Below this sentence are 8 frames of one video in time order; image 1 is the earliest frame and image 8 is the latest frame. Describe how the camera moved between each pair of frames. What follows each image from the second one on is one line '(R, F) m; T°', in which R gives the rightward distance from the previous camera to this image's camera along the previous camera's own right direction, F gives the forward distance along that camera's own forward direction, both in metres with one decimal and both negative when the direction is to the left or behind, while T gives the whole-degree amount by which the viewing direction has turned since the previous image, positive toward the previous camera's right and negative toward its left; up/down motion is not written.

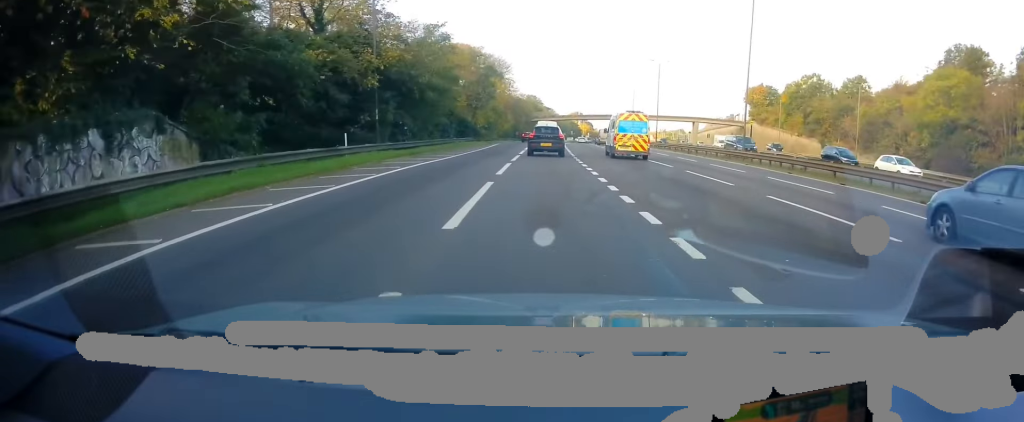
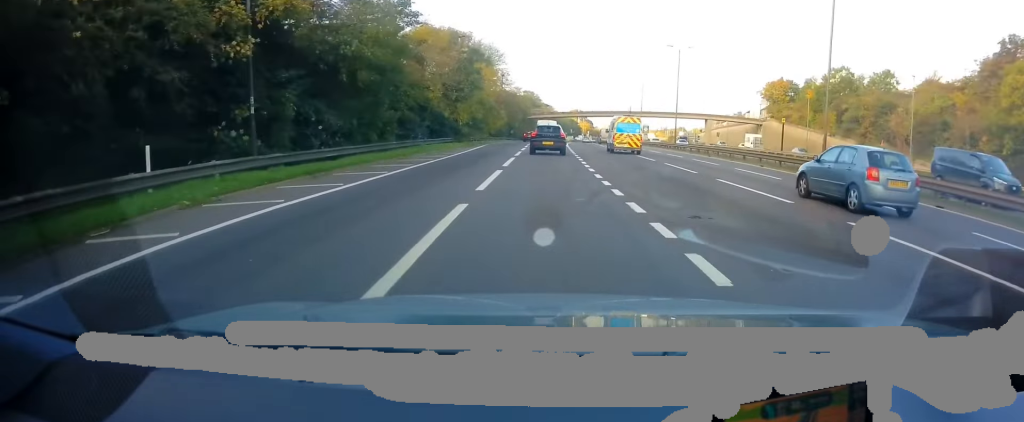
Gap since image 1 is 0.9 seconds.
(-0.5, +12.6) m; 0°
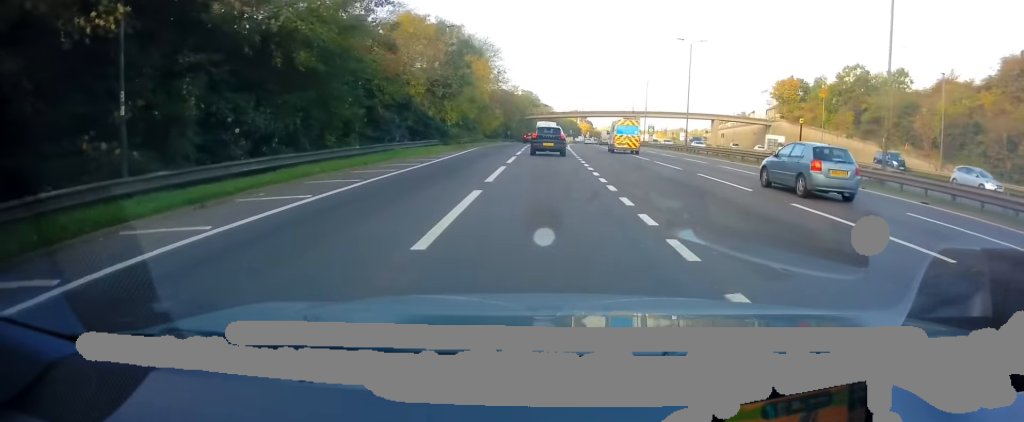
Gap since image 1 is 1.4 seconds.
(+0.2, +5.7) m; +1°
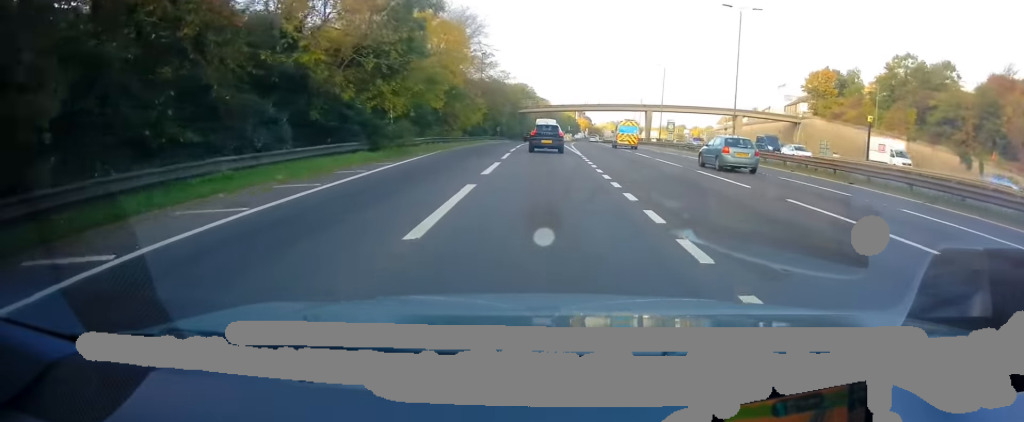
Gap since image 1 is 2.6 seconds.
(+0.3, +16.3) m; +1°
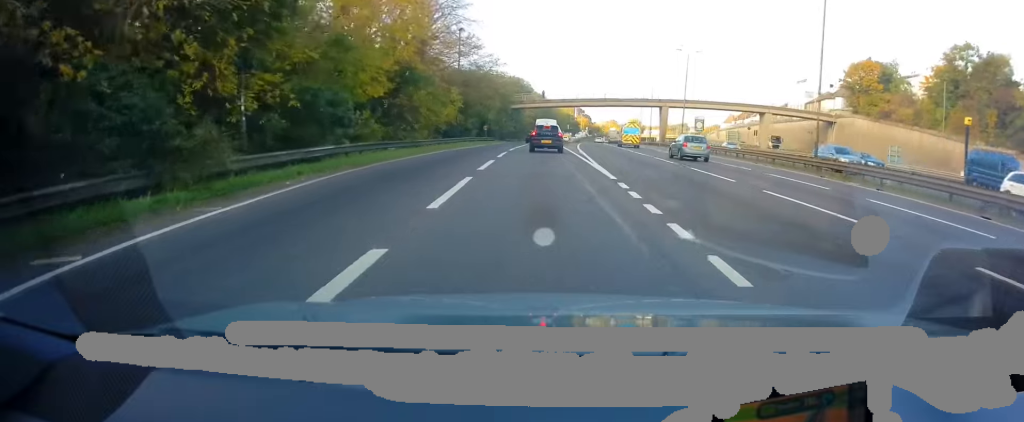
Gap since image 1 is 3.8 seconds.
(0.0, +15.2) m; 0°
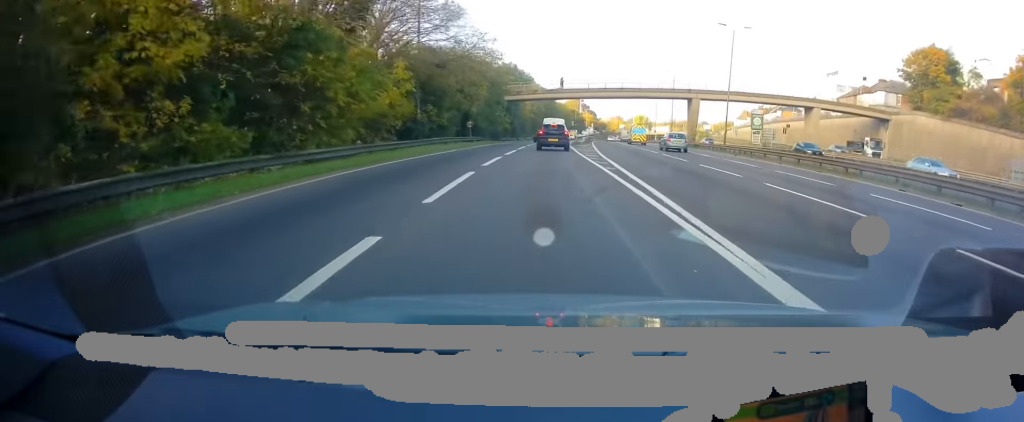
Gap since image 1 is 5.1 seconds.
(-0.1, +16.6) m; -1°
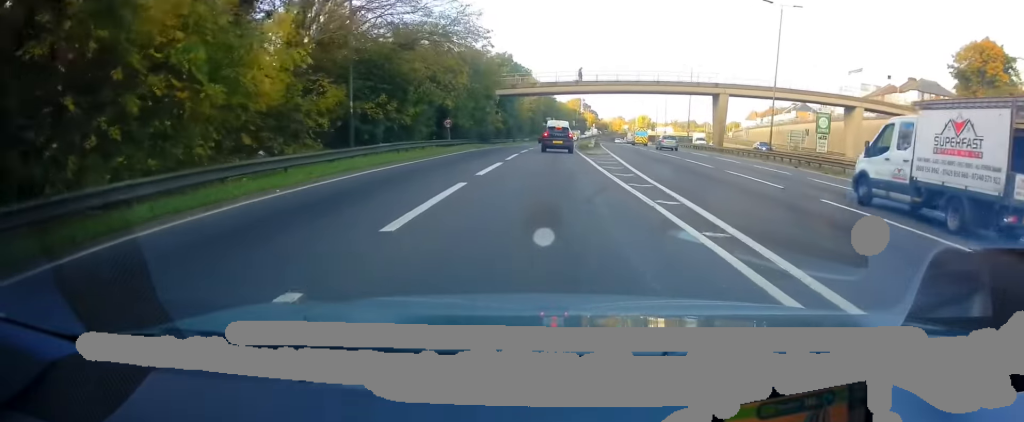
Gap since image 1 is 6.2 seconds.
(0.0, +11.9) m; +1°
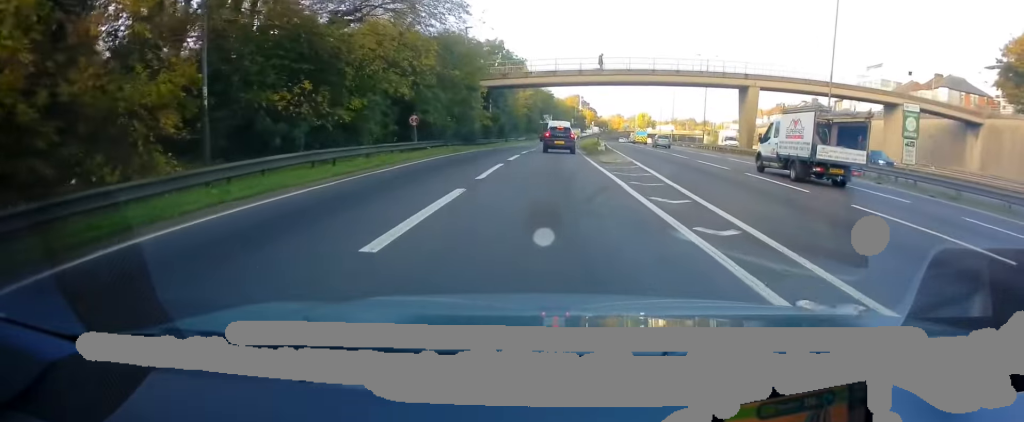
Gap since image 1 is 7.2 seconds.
(+0.1, +9.9) m; +2°
